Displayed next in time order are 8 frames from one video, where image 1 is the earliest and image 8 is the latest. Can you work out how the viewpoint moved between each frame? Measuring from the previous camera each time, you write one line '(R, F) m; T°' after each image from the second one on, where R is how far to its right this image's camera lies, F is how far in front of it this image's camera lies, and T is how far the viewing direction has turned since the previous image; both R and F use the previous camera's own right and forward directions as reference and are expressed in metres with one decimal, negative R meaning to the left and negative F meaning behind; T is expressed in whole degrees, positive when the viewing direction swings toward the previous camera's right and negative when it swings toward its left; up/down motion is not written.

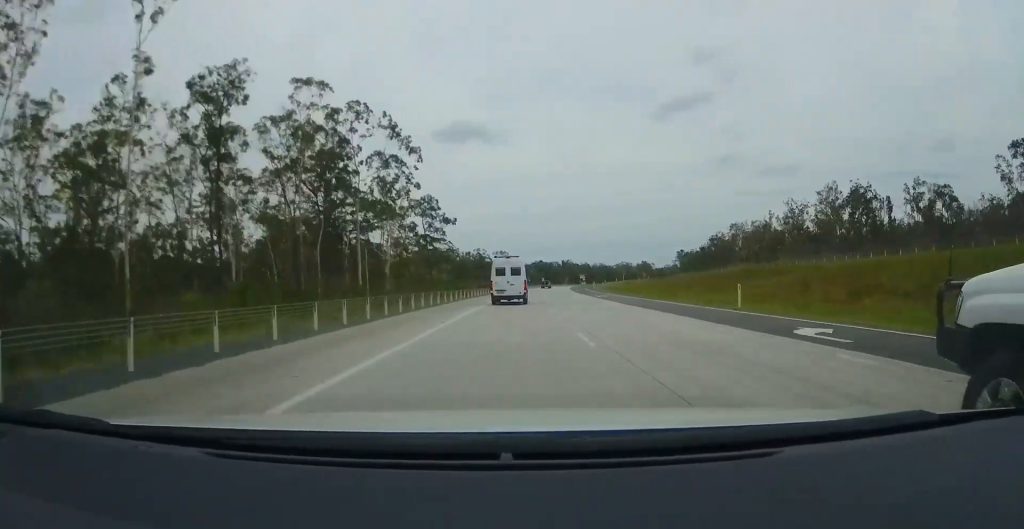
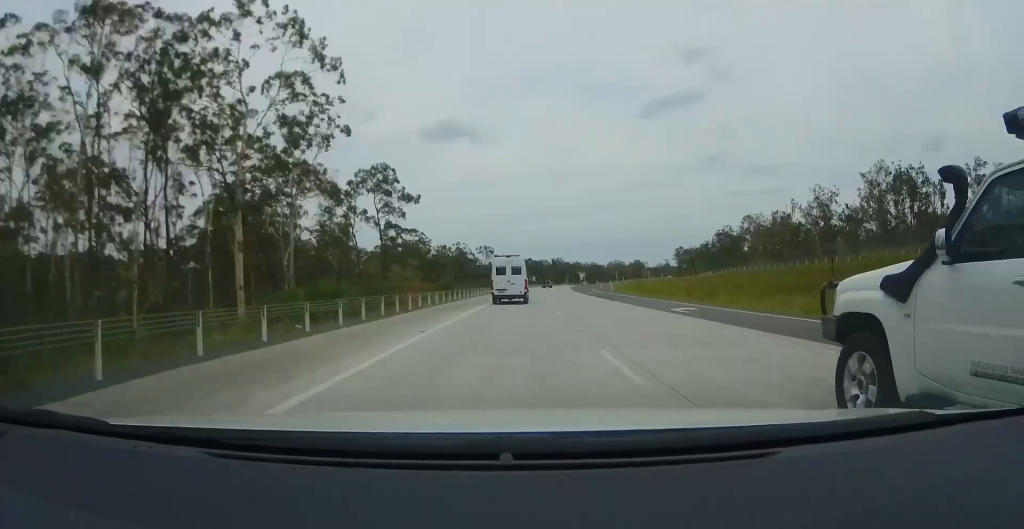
(+0.1, +28.3) m; +1°
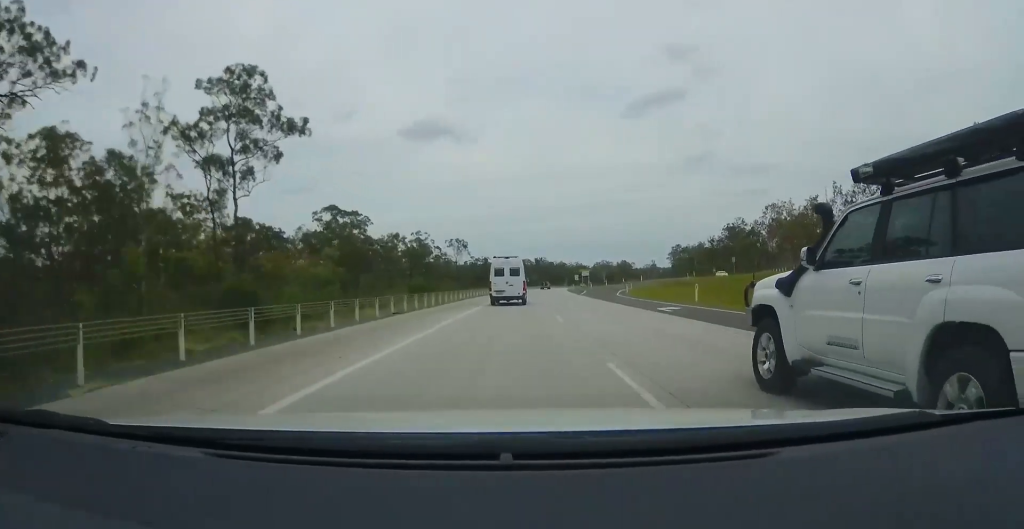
(+0.9, +38.9) m; +2°
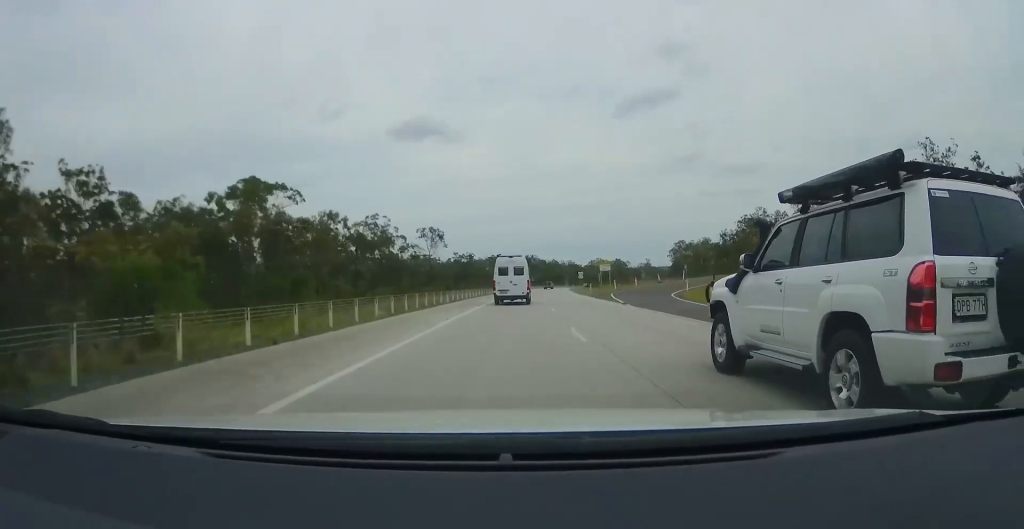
(-0.1, +30.8) m; +1°
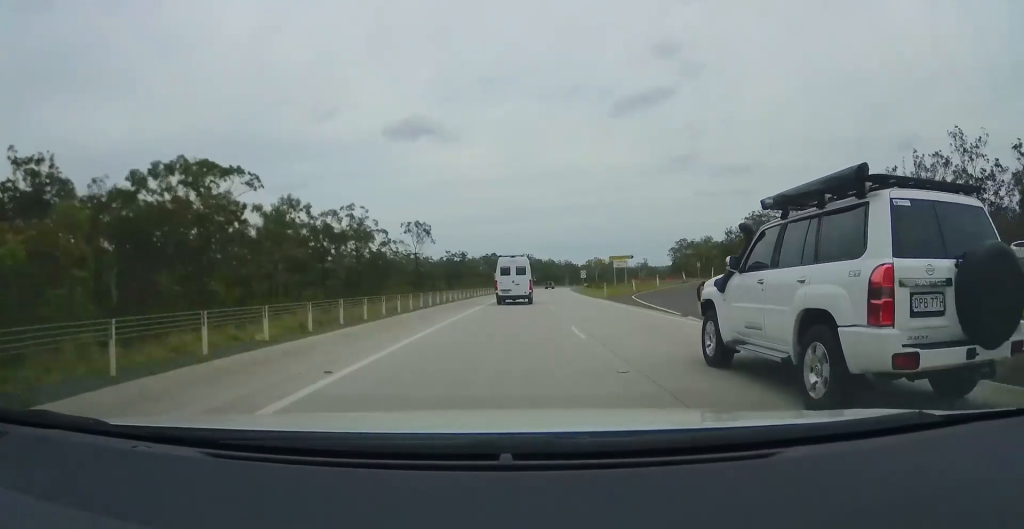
(+0.2, +11.9) m; +1°
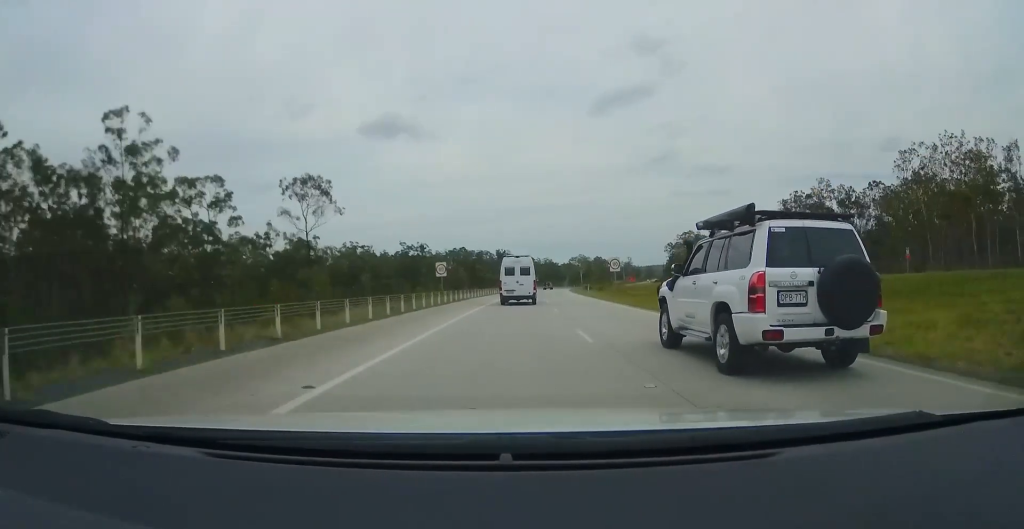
(+2.0, +49.9) m; +4°
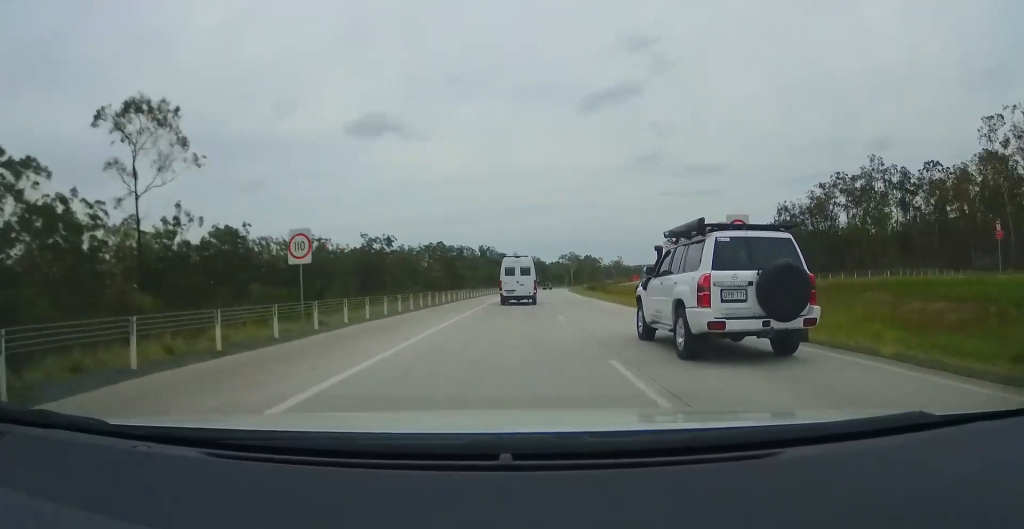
(0.0, +30.8) m; +1°
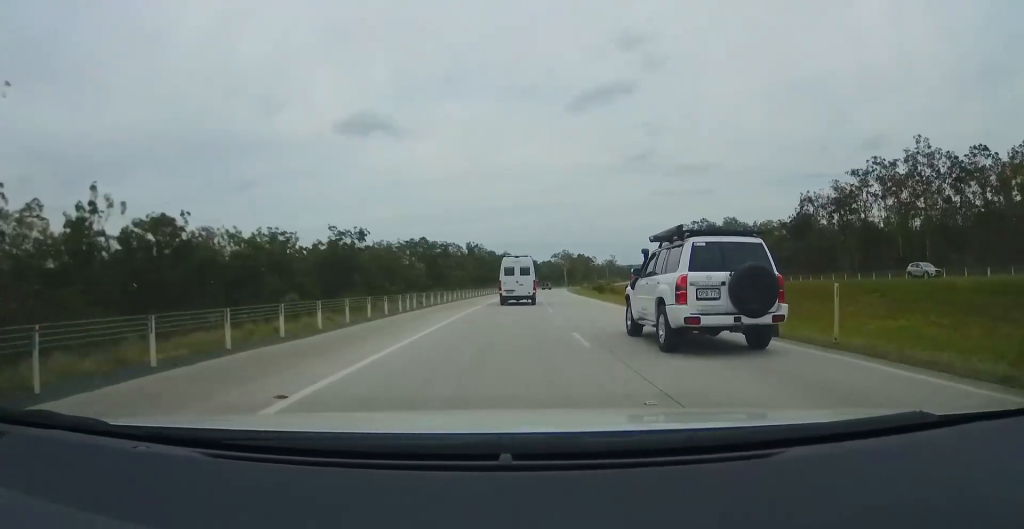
(+0.3, +20.1) m; +1°
